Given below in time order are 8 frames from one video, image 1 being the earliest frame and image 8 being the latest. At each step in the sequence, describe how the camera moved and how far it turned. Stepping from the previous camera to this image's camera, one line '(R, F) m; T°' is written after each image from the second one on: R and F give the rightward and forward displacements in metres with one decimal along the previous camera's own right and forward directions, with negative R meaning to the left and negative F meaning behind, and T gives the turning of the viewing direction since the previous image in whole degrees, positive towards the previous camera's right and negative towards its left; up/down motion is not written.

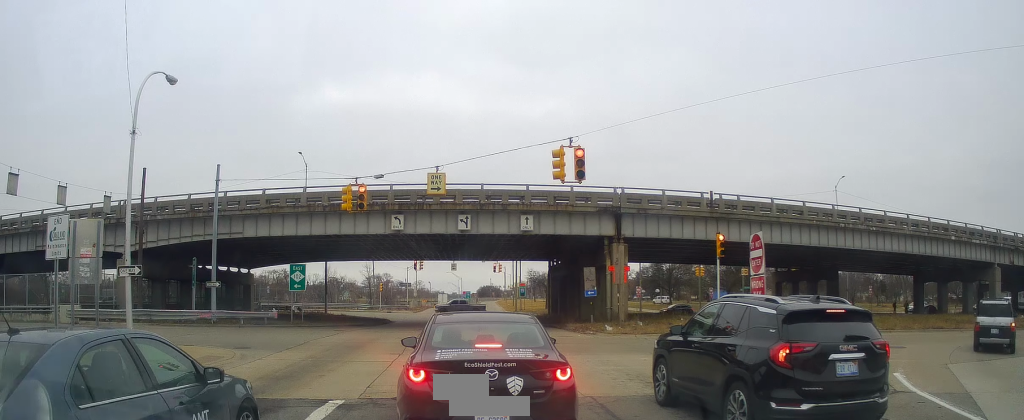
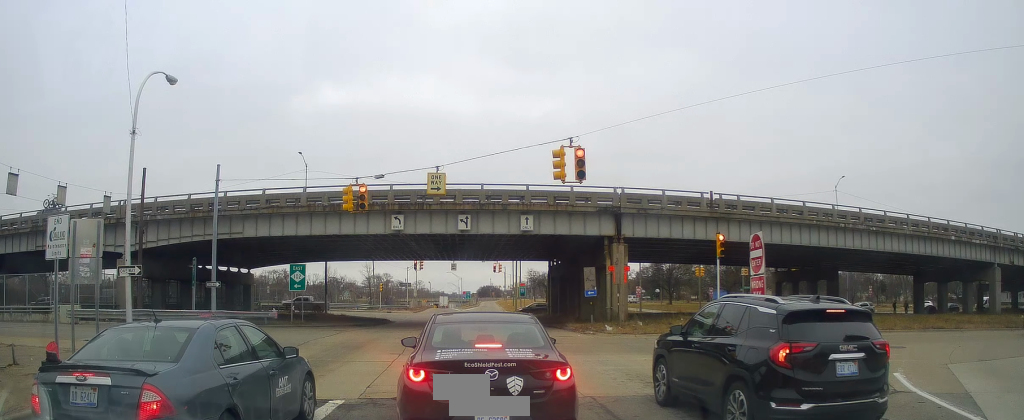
(0.0, 0.0) m; 0°
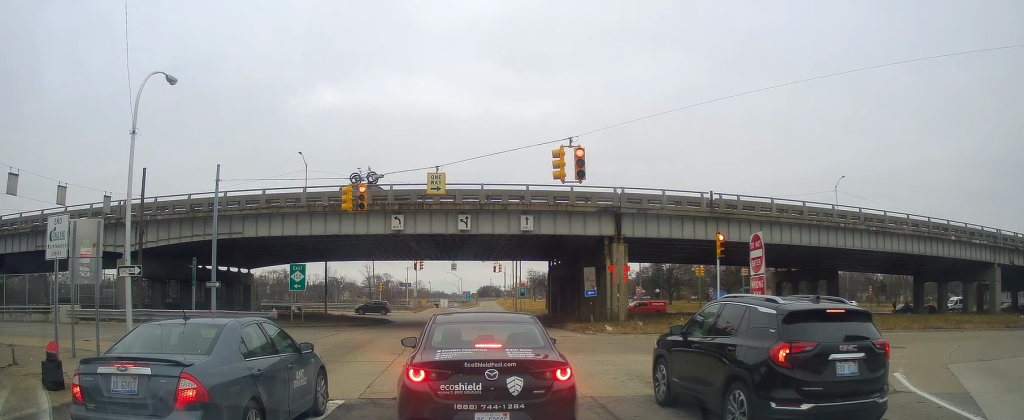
(0.0, 0.0) m; 0°
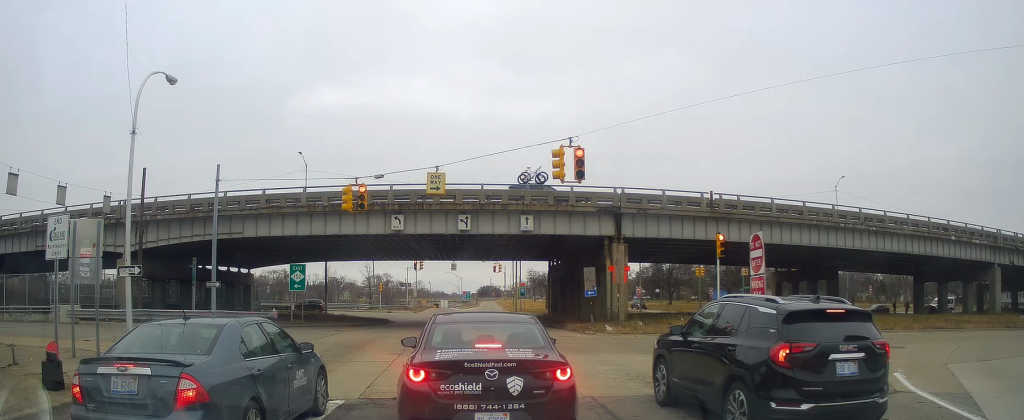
(0.0, 0.0) m; 0°
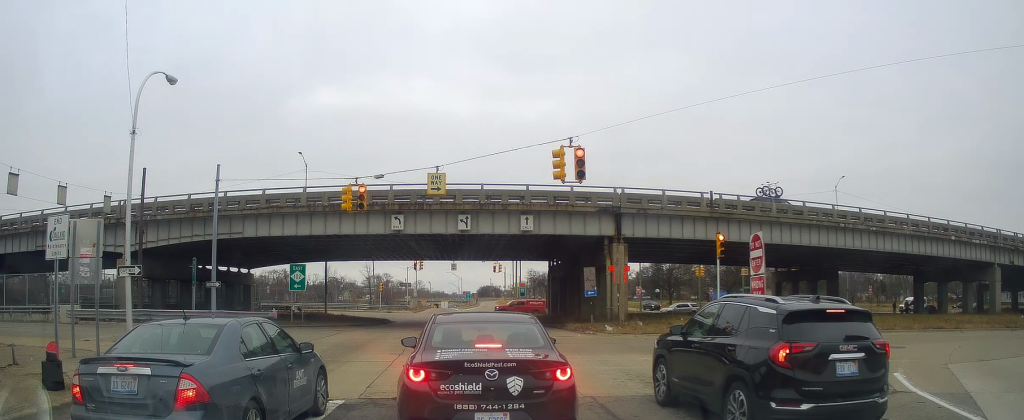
(0.0, 0.0) m; 0°
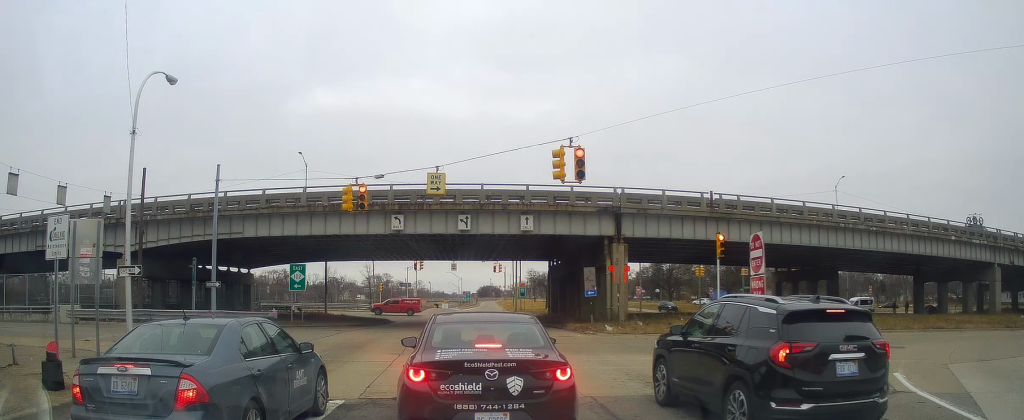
(0.0, 0.0) m; 0°
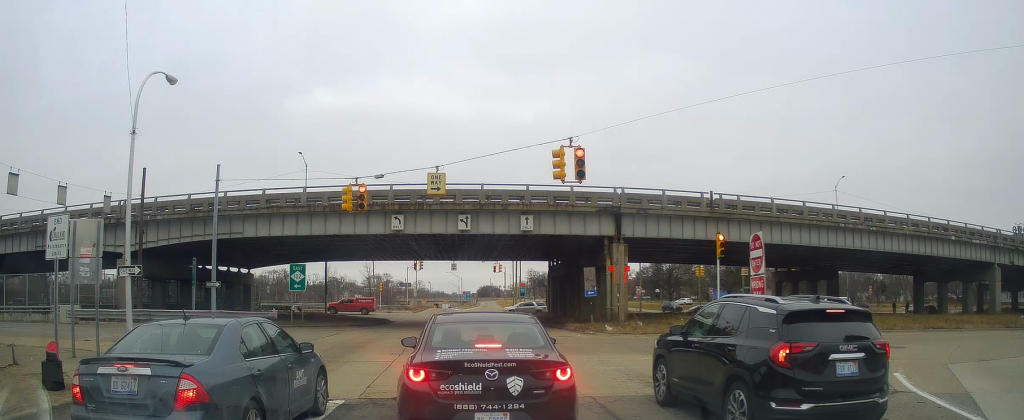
(0.0, 0.0) m; 0°
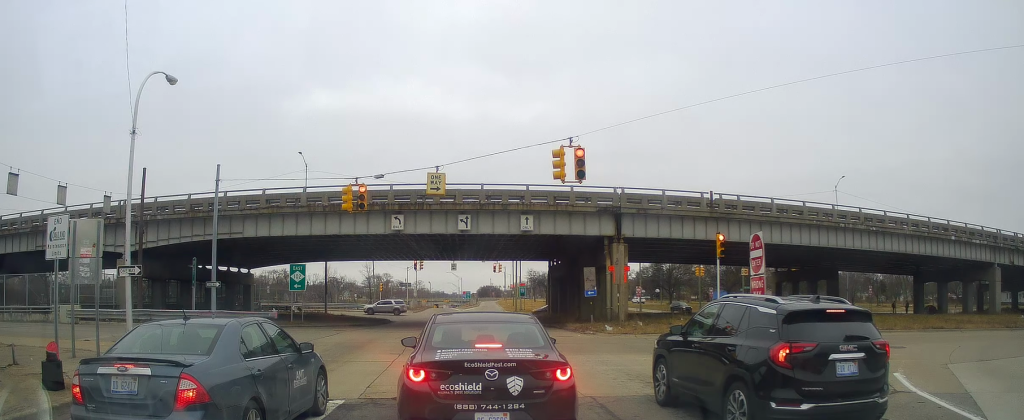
(0.0, 0.0) m; 0°
